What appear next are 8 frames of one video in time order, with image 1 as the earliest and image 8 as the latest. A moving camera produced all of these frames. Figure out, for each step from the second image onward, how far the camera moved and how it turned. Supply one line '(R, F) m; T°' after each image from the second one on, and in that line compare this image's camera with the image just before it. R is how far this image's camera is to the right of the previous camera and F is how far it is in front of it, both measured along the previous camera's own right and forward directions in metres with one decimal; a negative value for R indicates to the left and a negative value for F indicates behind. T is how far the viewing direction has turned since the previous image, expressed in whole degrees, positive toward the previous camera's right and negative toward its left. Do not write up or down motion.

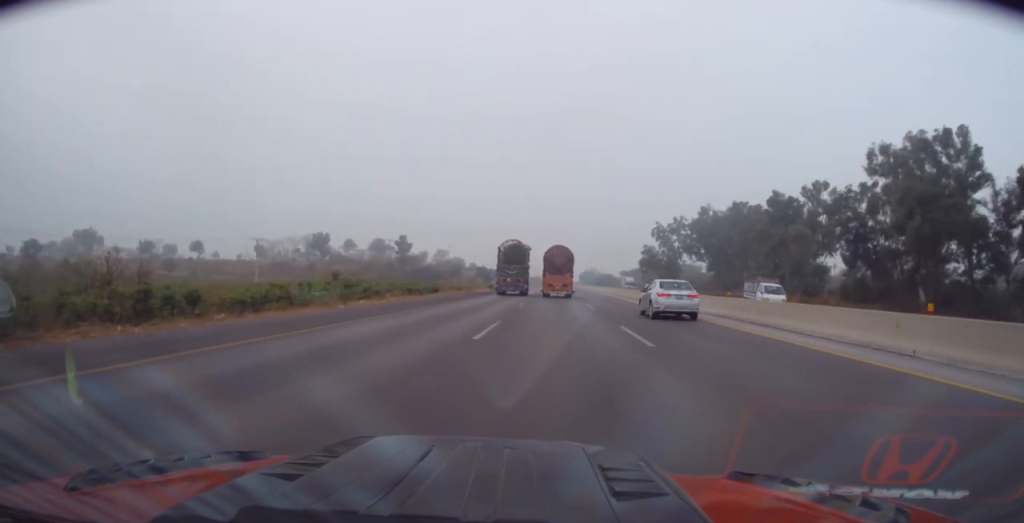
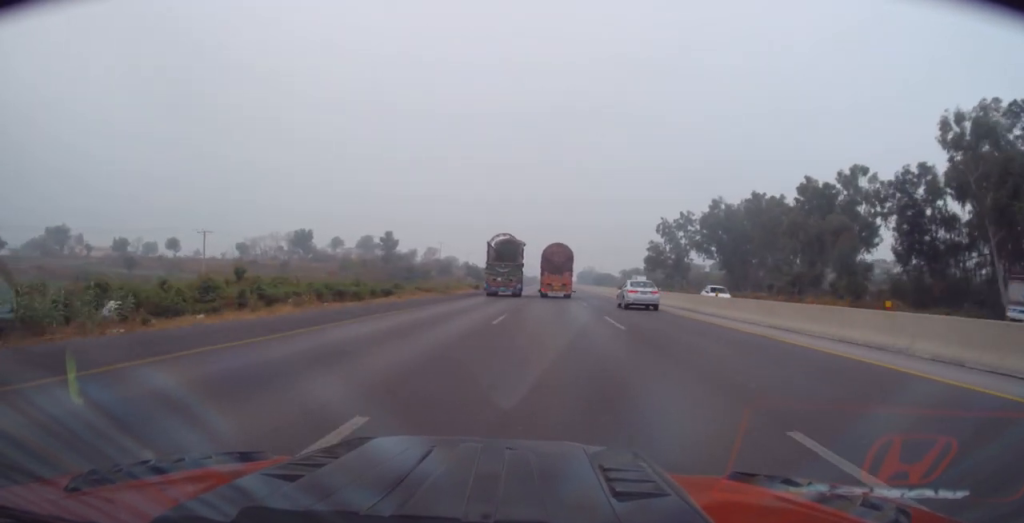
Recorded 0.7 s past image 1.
(+0.2, +13.5) m; +1°
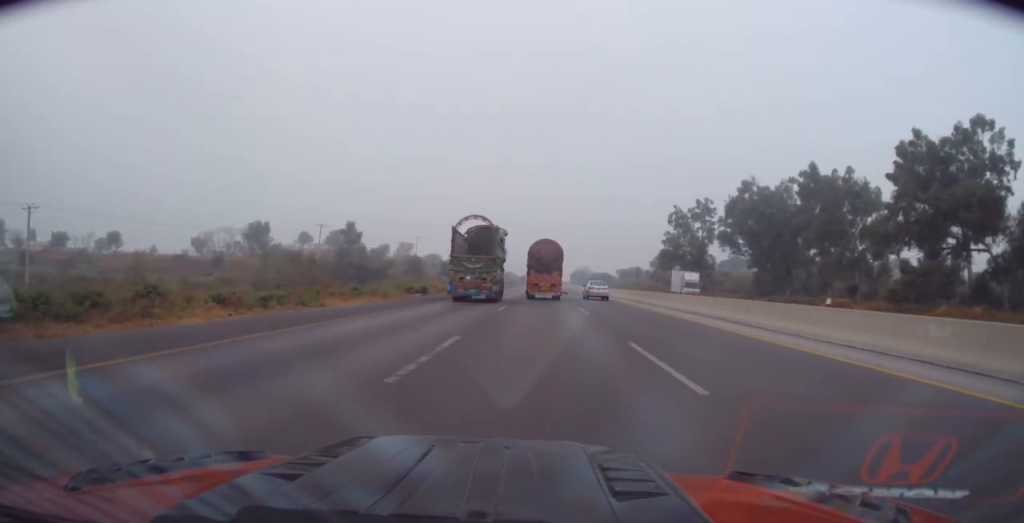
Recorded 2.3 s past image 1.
(+0.6, +28.1) m; +1°
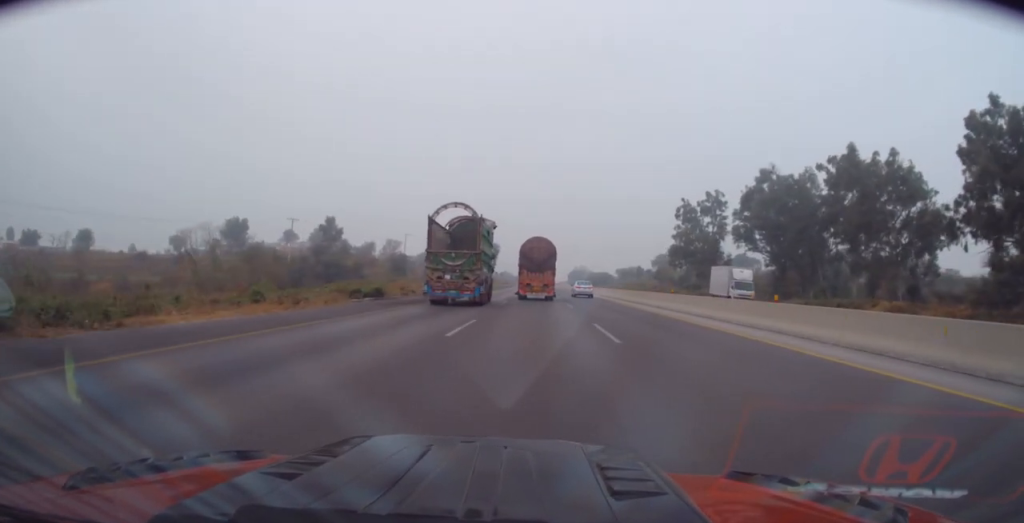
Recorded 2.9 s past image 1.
(-0.2, +12.1) m; 0°
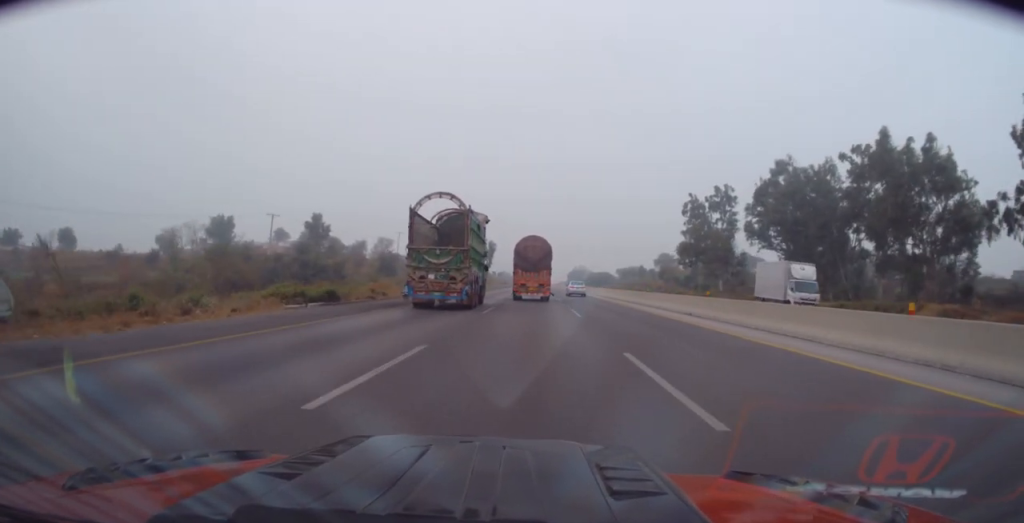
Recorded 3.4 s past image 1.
(0.0, +7.8) m; 0°
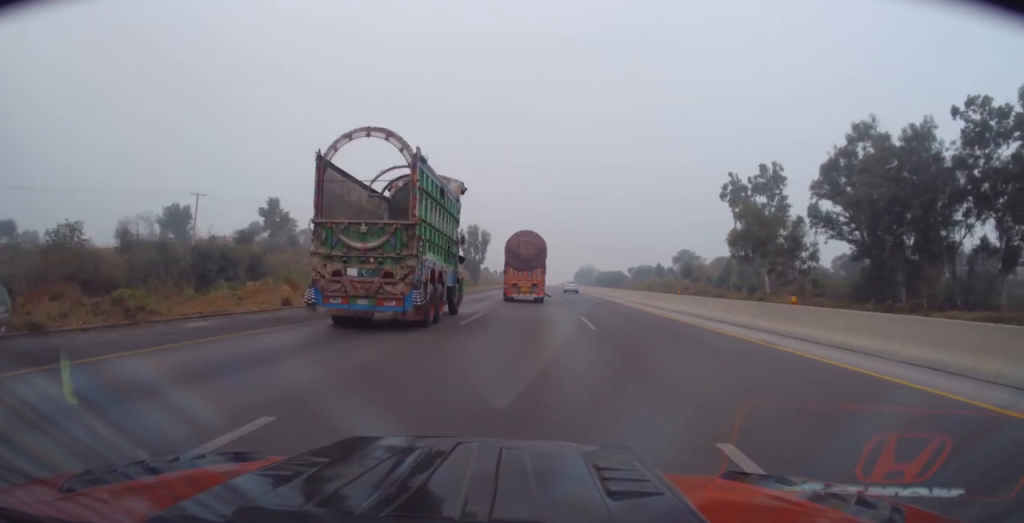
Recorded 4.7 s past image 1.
(+0.1, +24.7) m; -1°
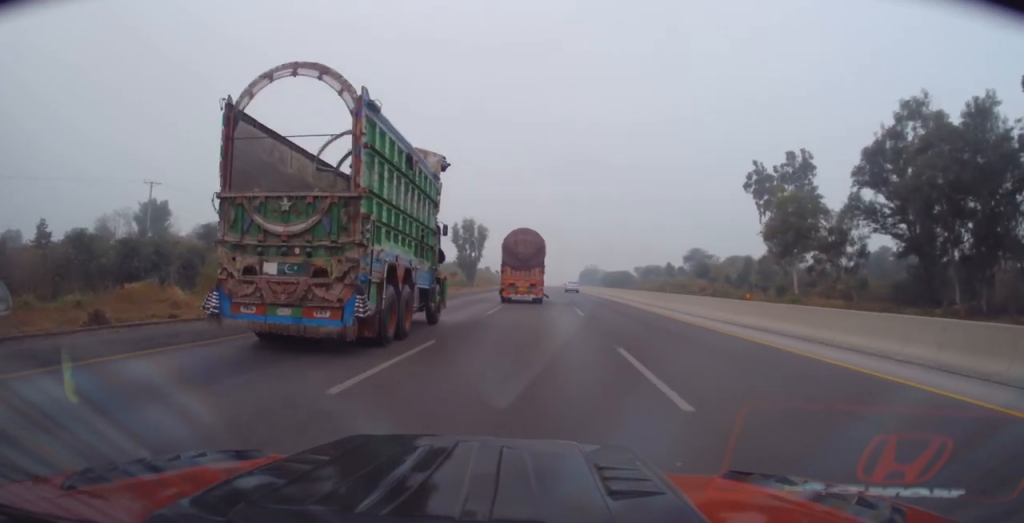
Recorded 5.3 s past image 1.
(-0.1, +10.8) m; 0°
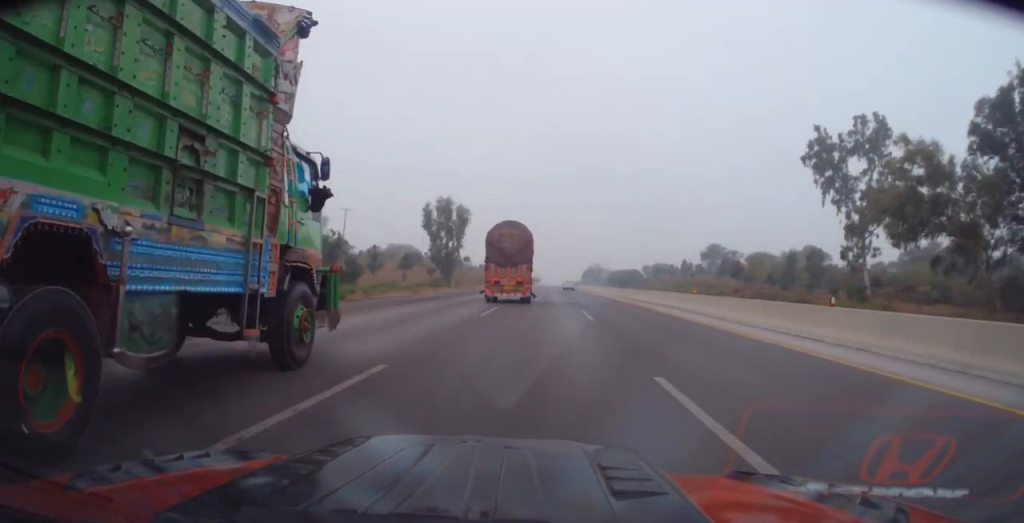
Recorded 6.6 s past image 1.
(+0.2, +21.9) m; +1°
